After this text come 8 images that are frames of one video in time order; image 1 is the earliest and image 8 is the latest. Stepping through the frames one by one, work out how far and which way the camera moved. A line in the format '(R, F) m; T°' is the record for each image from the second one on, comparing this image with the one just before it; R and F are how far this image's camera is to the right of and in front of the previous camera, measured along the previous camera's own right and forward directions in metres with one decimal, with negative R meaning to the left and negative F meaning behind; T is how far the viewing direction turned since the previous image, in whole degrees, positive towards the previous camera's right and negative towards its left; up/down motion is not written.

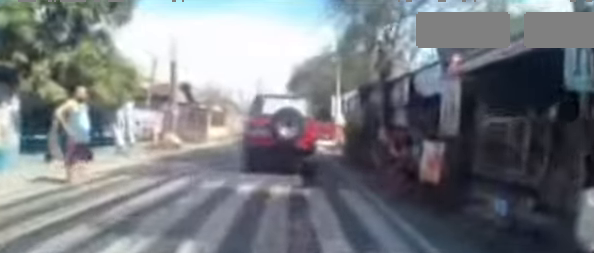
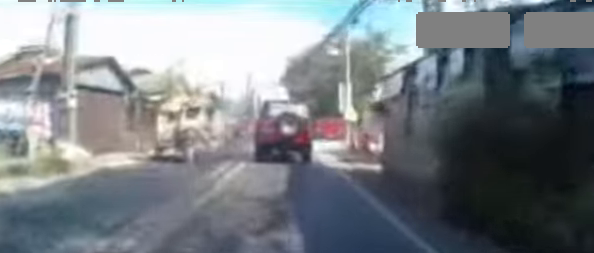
(+0.1, +8.7) m; +3°
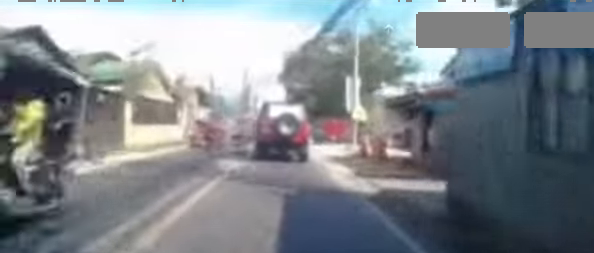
(+0.2, +3.6) m; +1°
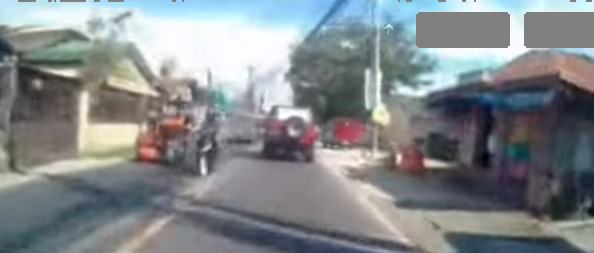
(-0.2, +3.6) m; +1°
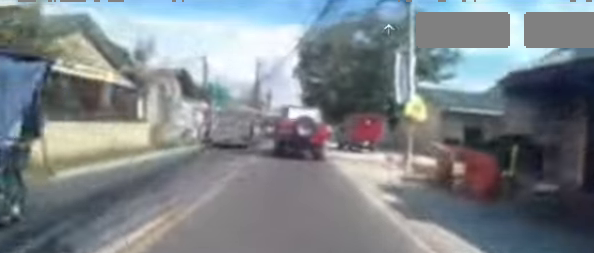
(0.0, +3.7) m; +1°
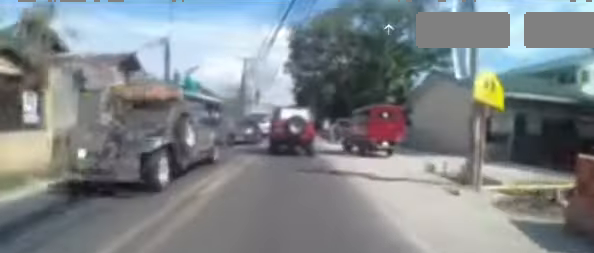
(+0.2, +5.4) m; 0°
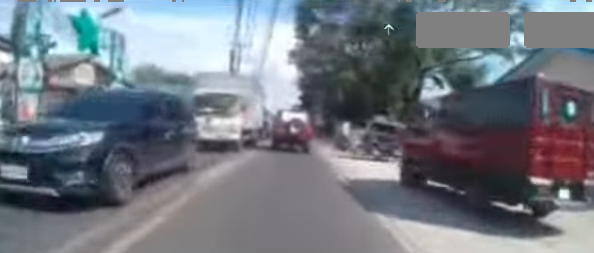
(-0.6, +9.4) m; -4°
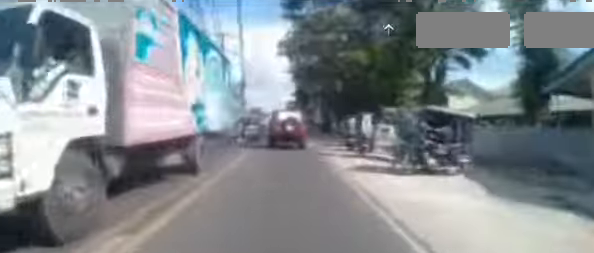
(0.0, +6.2) m; +1°
